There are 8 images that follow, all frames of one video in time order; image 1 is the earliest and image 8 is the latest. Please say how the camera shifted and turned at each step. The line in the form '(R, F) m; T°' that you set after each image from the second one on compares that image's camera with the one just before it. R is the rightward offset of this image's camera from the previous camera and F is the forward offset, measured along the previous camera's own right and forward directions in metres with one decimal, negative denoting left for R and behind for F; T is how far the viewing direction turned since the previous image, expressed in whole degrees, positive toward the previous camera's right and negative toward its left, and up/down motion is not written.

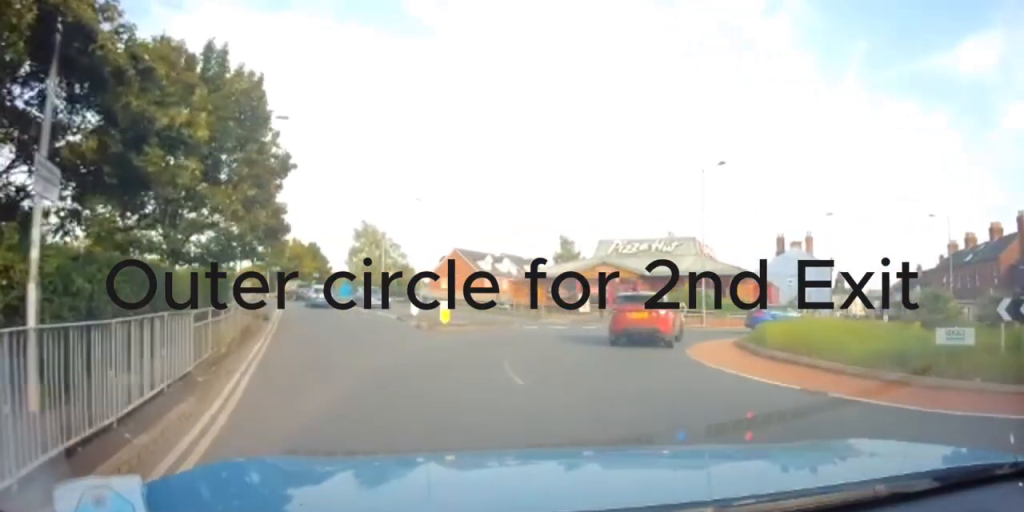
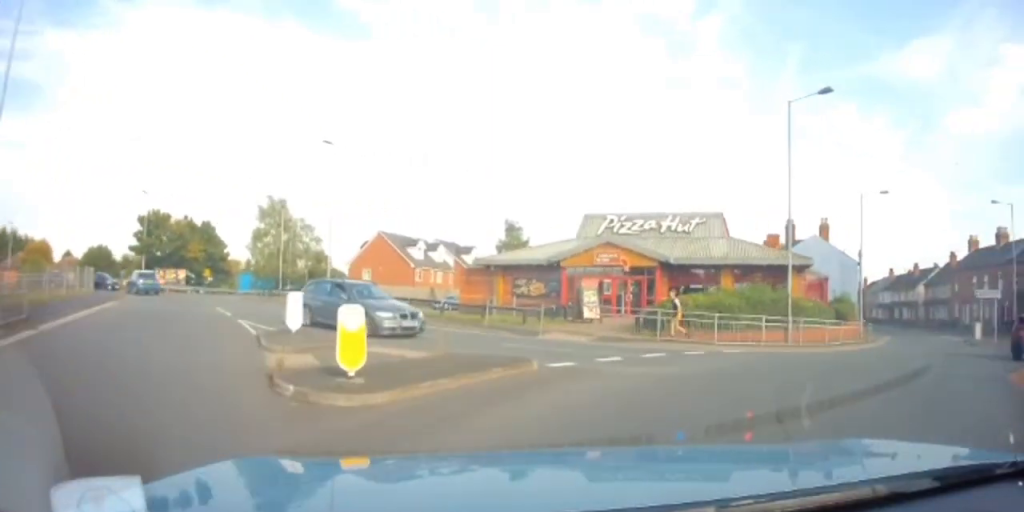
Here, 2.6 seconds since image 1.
(+0.3, +14.8) m; +18°
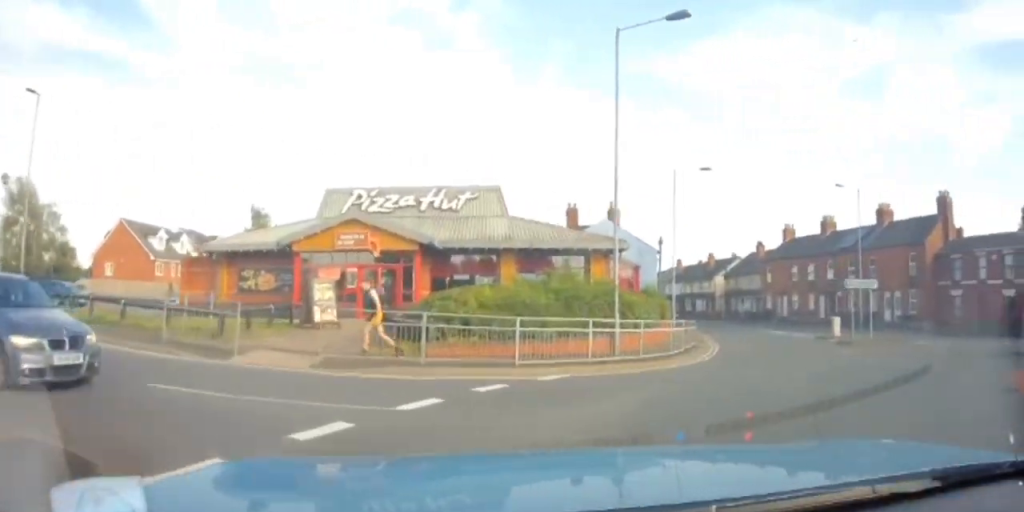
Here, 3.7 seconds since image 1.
(+1.3, +6.6) m; +25°
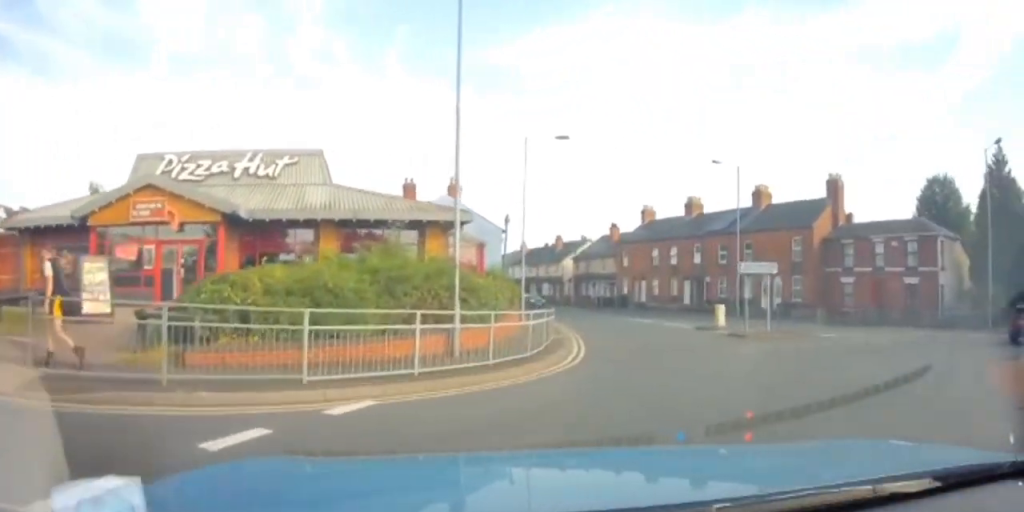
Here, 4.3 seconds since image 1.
(+0.5, +4.0) m; +14°
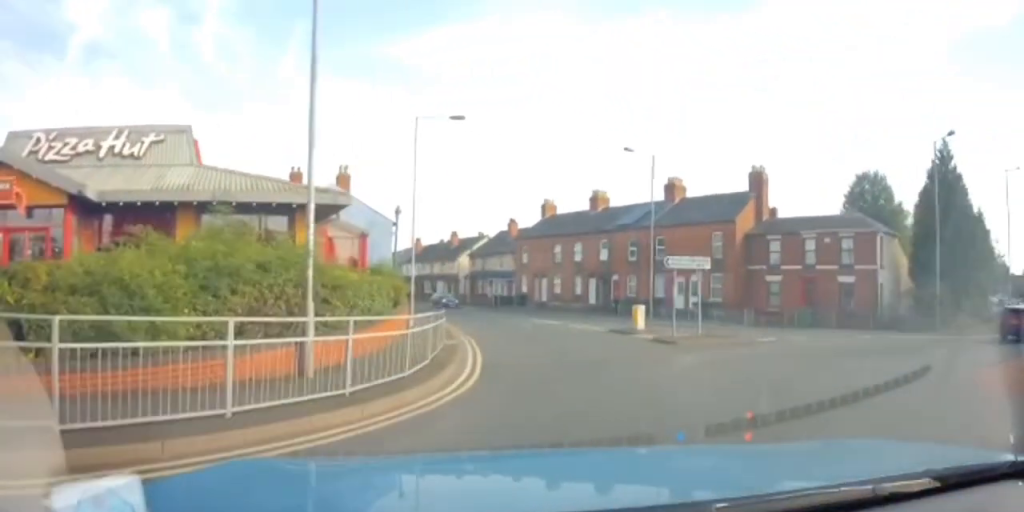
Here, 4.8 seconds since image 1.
(+0.3, +3.3) m; +7°
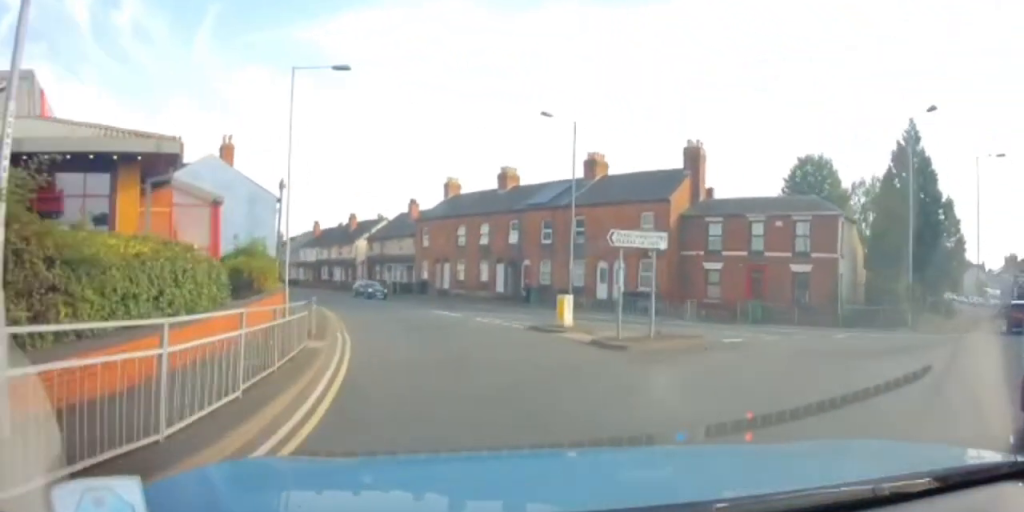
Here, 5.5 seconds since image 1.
(+0.4, +4.8) m; +5°
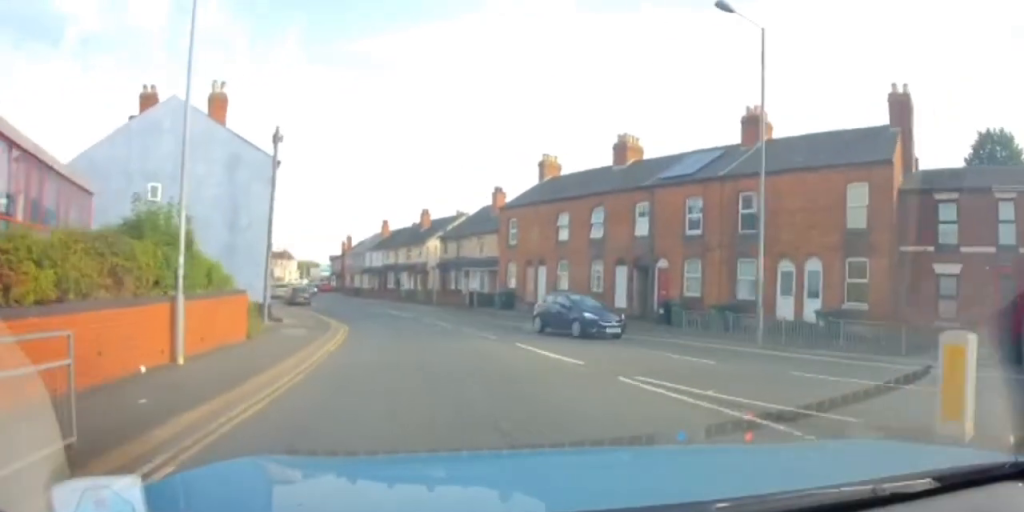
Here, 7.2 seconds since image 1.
(-0.2, +13.2) m; -8°
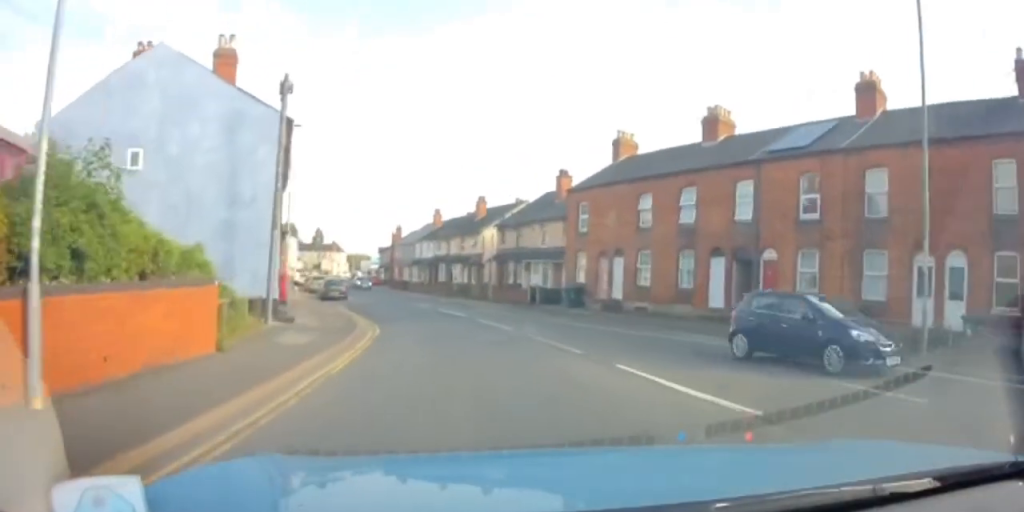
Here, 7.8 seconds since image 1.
(-0.3, +5.3) m; -4°
